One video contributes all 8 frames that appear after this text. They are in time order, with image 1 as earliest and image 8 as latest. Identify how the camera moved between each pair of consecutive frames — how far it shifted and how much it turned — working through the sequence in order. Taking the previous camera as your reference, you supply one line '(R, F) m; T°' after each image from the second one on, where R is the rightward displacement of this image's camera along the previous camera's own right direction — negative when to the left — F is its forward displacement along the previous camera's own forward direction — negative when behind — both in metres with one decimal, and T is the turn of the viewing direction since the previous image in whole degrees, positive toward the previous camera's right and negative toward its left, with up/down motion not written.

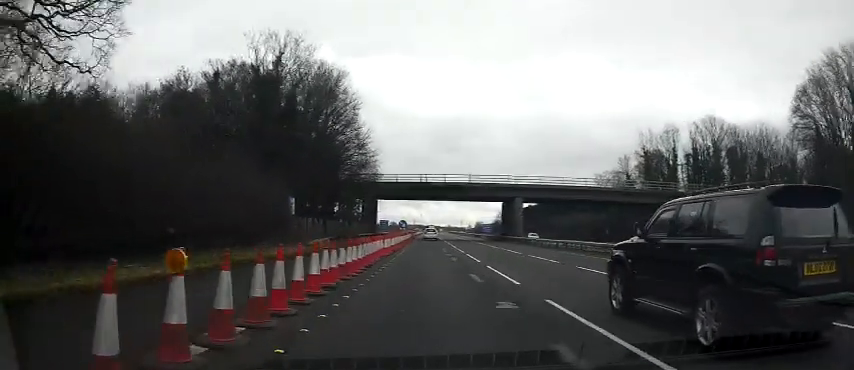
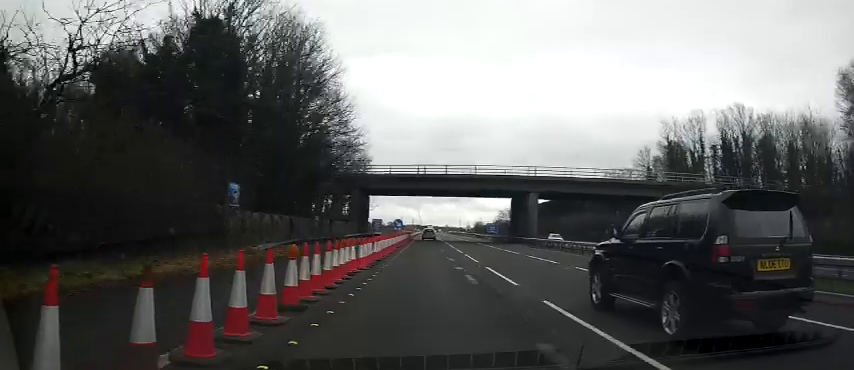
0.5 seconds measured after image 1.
(-0.1, +9.6) m; +1°
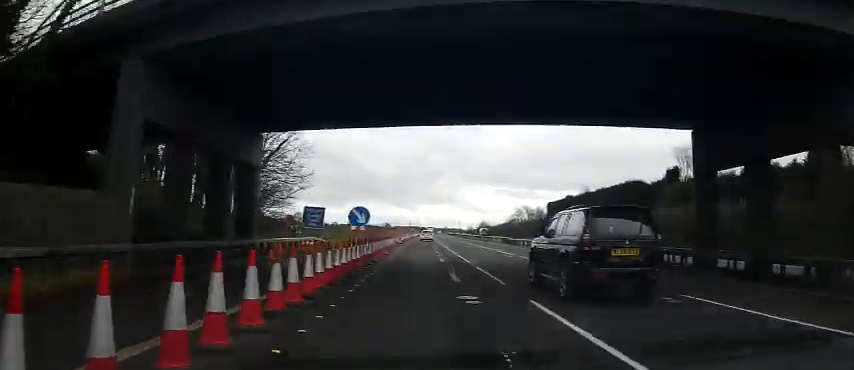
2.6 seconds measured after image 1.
(+0.4, +44.3) m; +1°
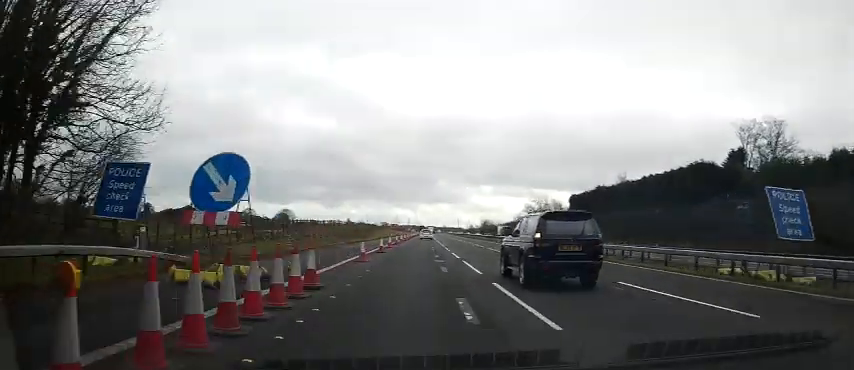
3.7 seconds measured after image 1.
(+0.3, +23.4) m; 0°
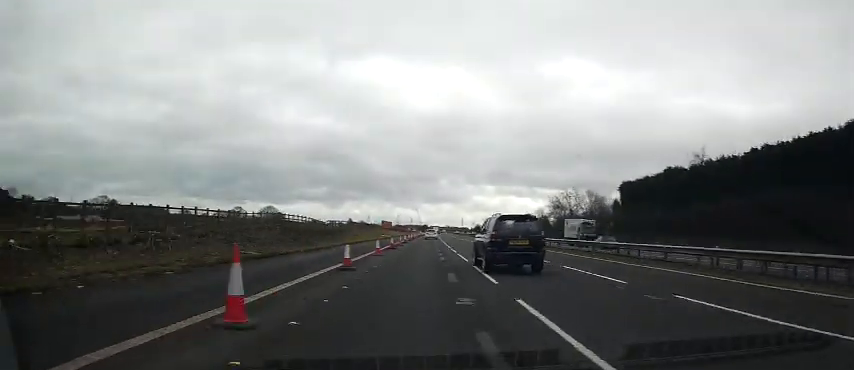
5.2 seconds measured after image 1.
(-0.6, +29.7) m; 0°
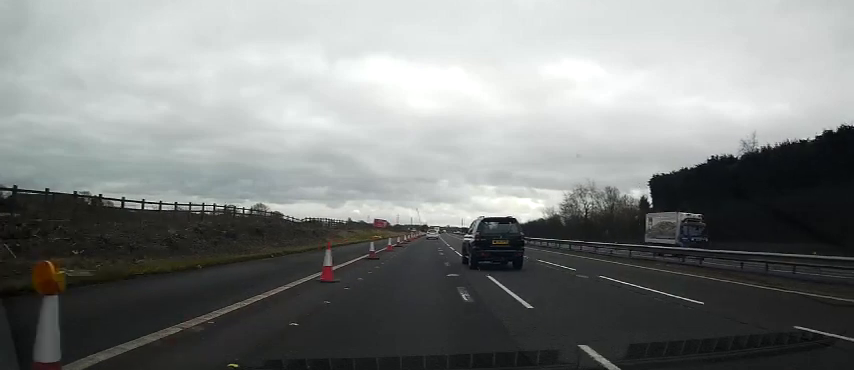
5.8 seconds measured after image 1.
(-0.1, +12.7) m; +1°
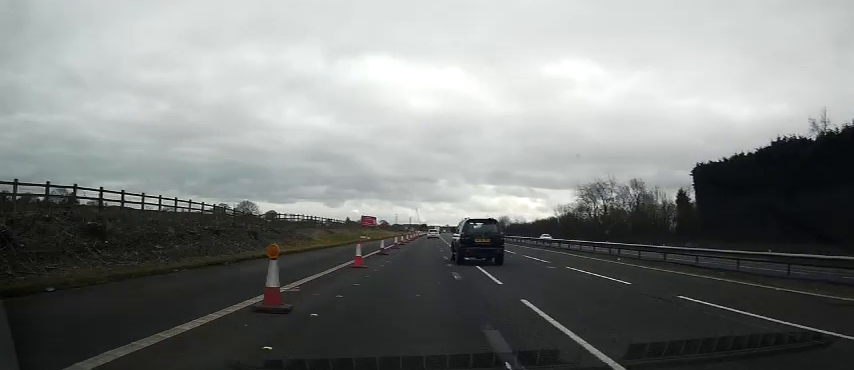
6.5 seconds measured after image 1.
(+0.3, +14.2) m; 0°
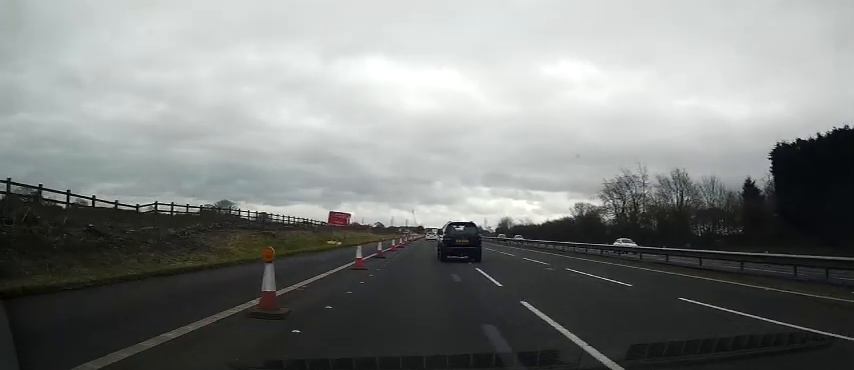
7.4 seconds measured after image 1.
(-0.2, +18.2) m; 0°
